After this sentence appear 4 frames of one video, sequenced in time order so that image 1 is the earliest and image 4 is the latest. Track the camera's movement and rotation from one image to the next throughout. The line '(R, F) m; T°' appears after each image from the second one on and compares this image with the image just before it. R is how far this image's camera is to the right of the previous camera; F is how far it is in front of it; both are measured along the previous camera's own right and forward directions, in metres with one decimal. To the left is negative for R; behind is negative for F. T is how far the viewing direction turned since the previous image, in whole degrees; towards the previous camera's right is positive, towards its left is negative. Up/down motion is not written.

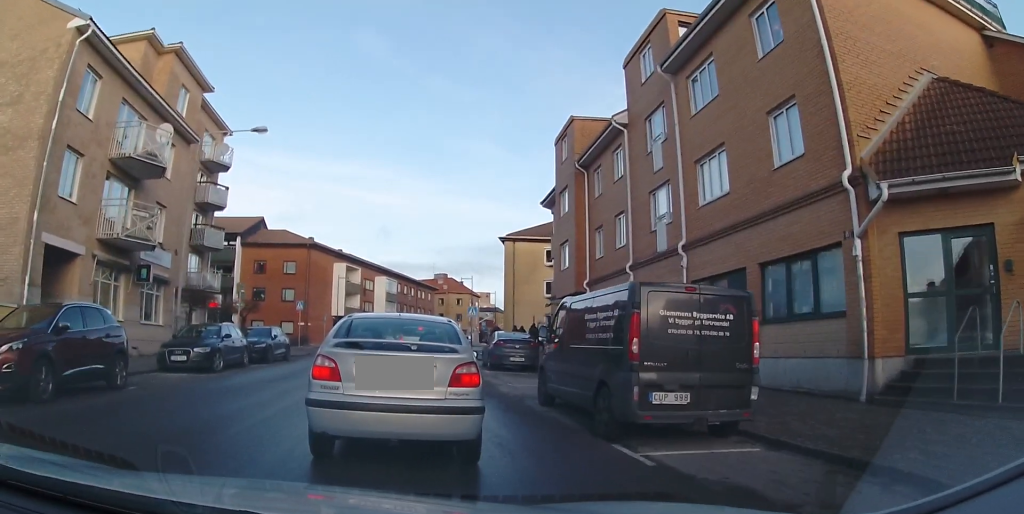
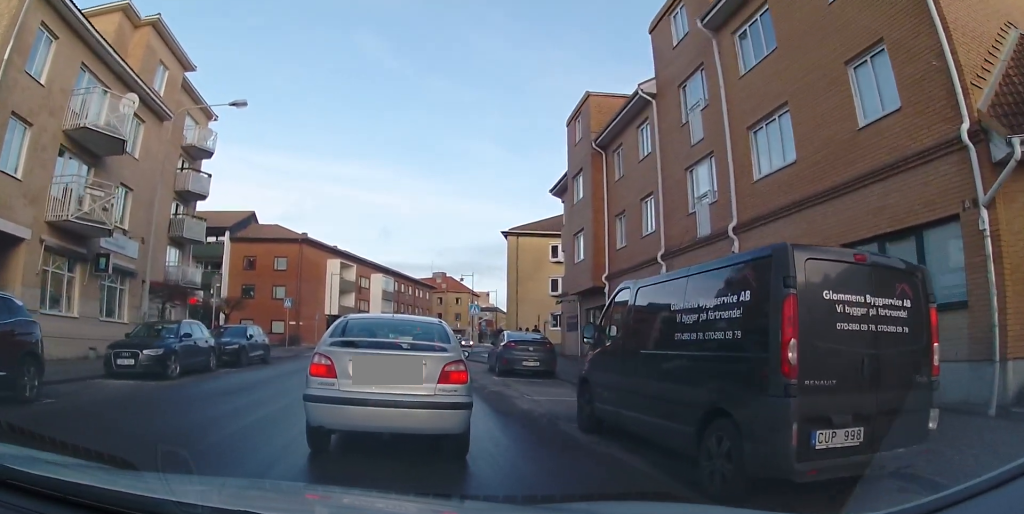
(+0.2, +7.7) m; +2°
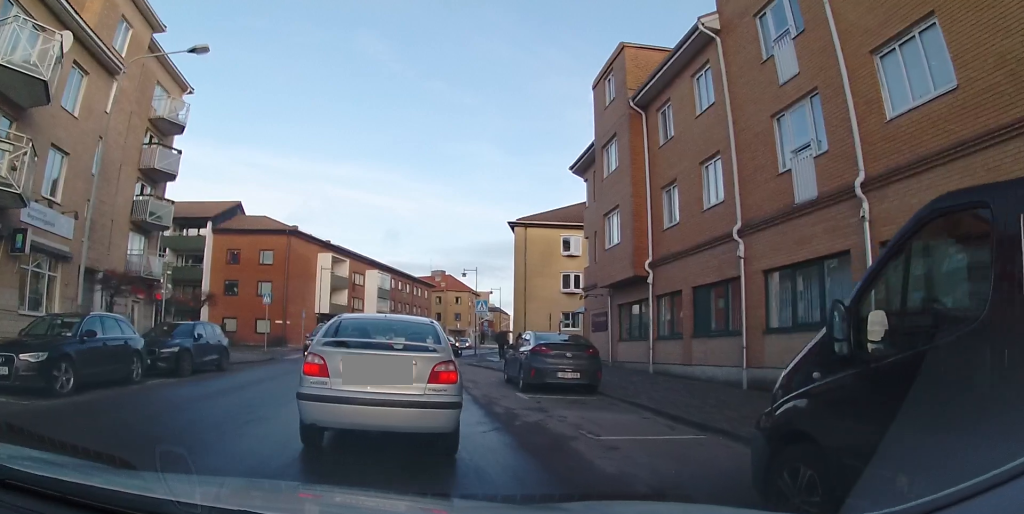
(-1.2, +12.9) m; -4°
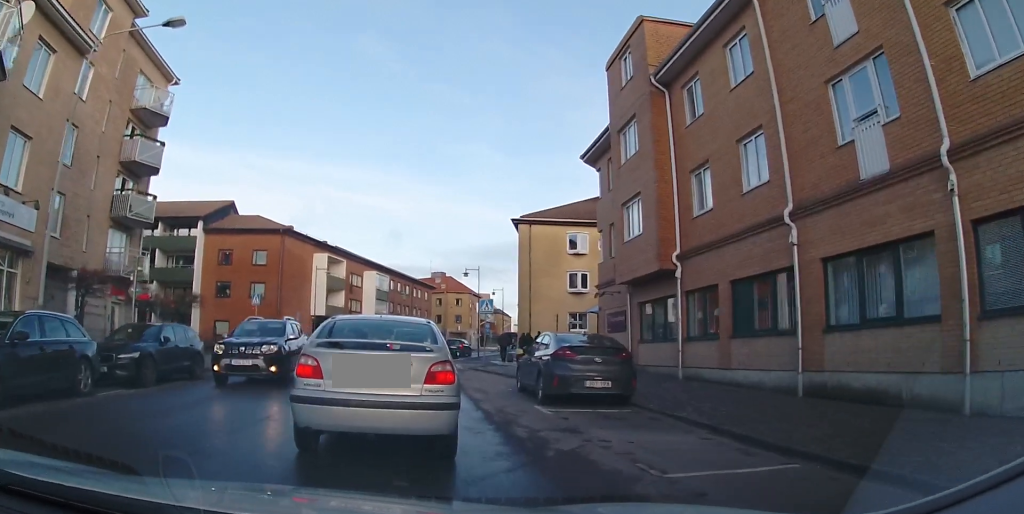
(+0.3, +5.2) m; +3°
